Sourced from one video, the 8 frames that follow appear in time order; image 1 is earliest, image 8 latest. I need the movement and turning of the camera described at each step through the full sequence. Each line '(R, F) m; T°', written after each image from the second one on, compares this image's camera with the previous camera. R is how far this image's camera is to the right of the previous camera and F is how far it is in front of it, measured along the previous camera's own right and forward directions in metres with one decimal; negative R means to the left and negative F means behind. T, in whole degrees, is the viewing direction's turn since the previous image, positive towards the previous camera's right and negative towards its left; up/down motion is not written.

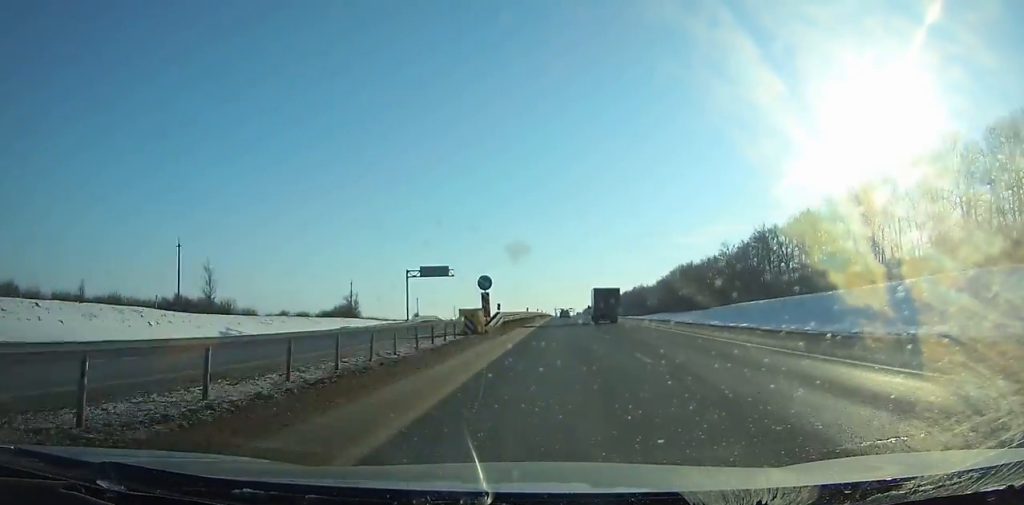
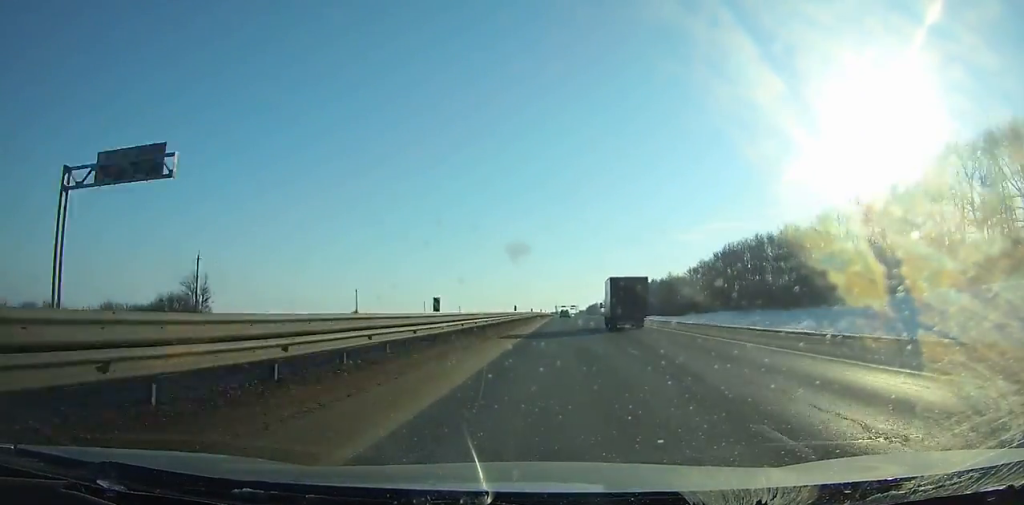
(+0.1, +58.3) m; 0°
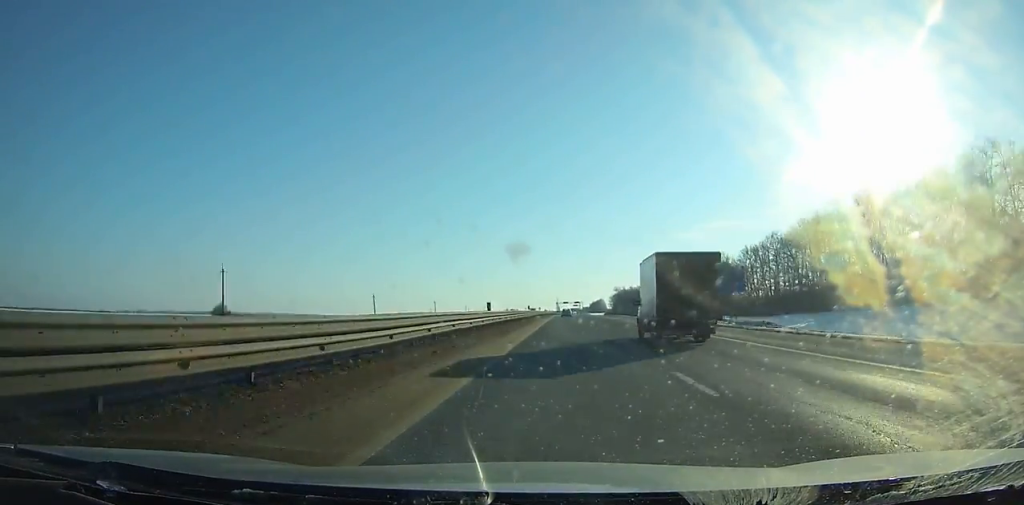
(-0.1, +55.1) m; 0°
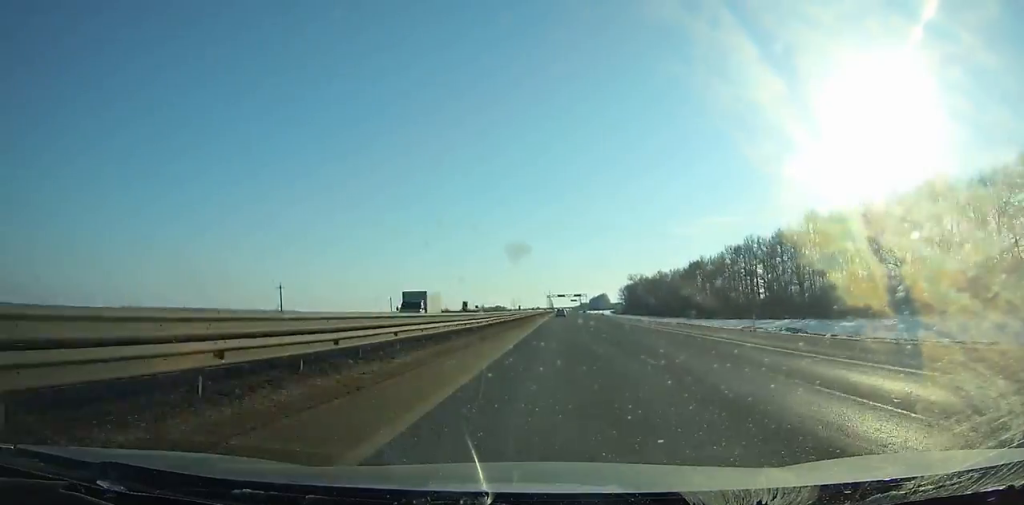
(+0.3, +113.7) m; +1°
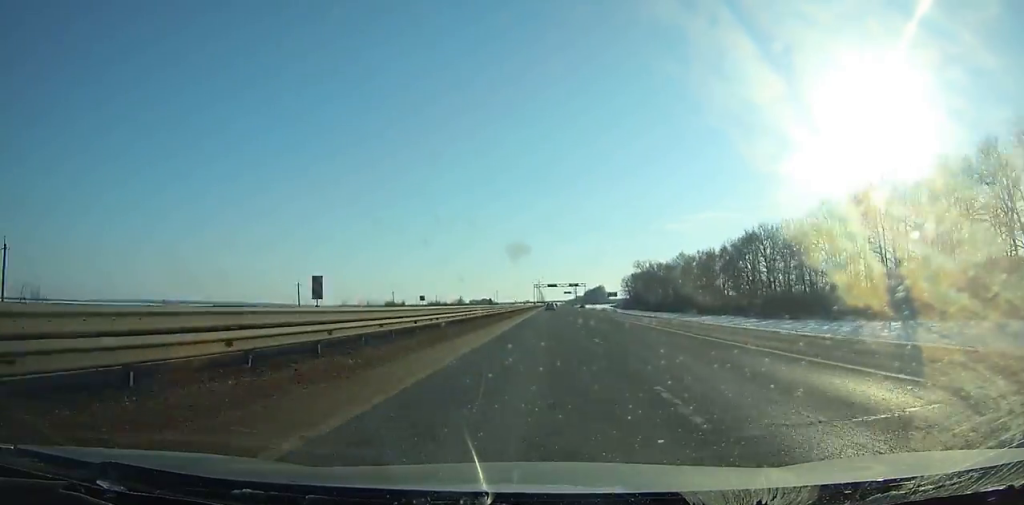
(+0.5, +55.0) m; 0°
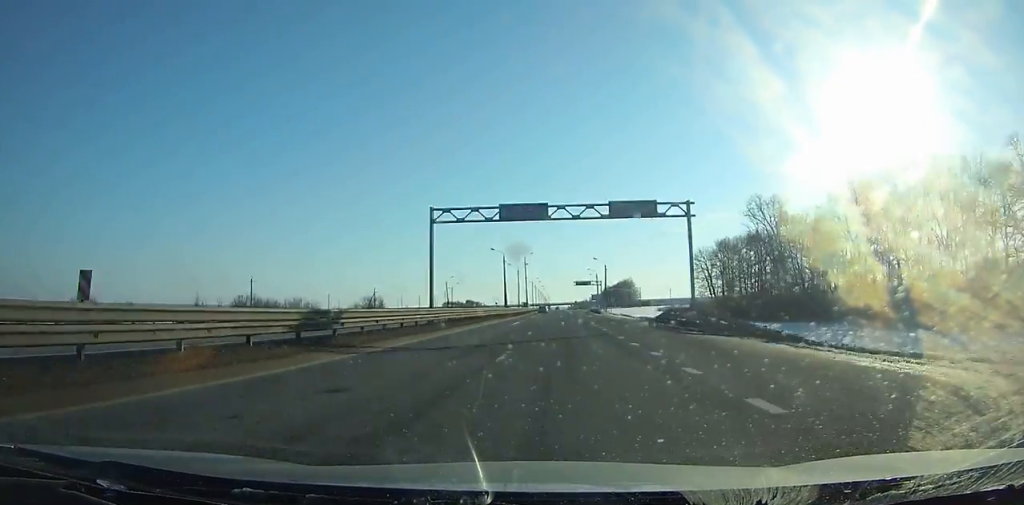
(-0.5, +147.9) m; -1°
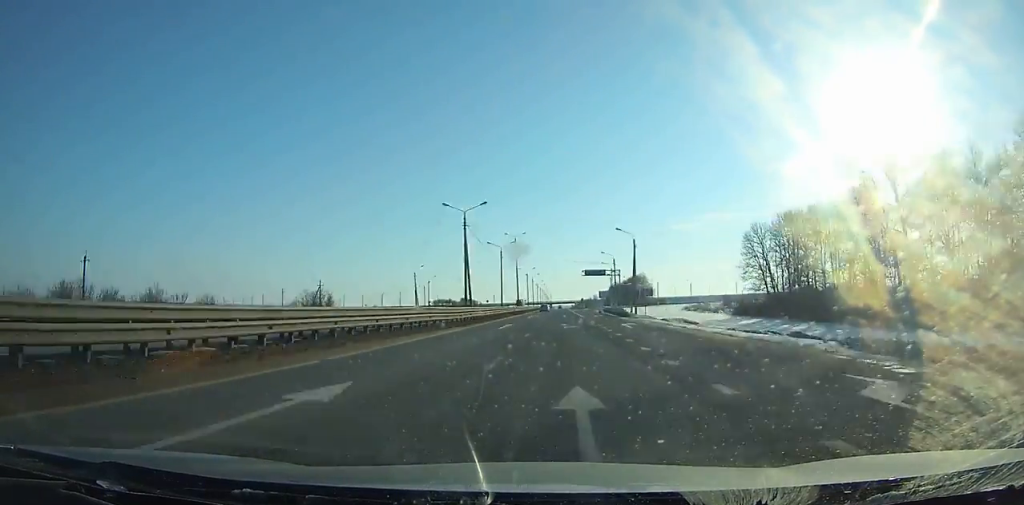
(-0.2, +38.3) m; 0°
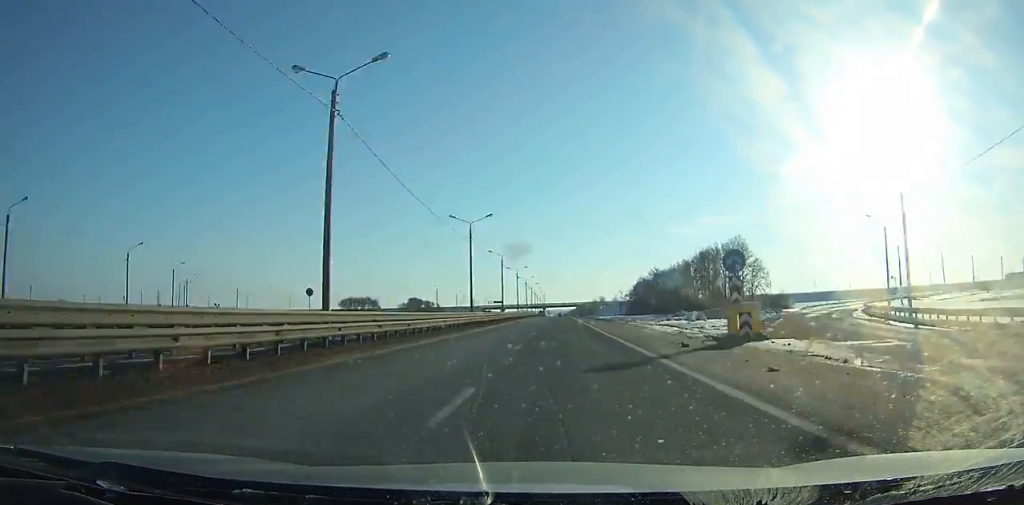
(-0.5, +149.2) m; 0°
